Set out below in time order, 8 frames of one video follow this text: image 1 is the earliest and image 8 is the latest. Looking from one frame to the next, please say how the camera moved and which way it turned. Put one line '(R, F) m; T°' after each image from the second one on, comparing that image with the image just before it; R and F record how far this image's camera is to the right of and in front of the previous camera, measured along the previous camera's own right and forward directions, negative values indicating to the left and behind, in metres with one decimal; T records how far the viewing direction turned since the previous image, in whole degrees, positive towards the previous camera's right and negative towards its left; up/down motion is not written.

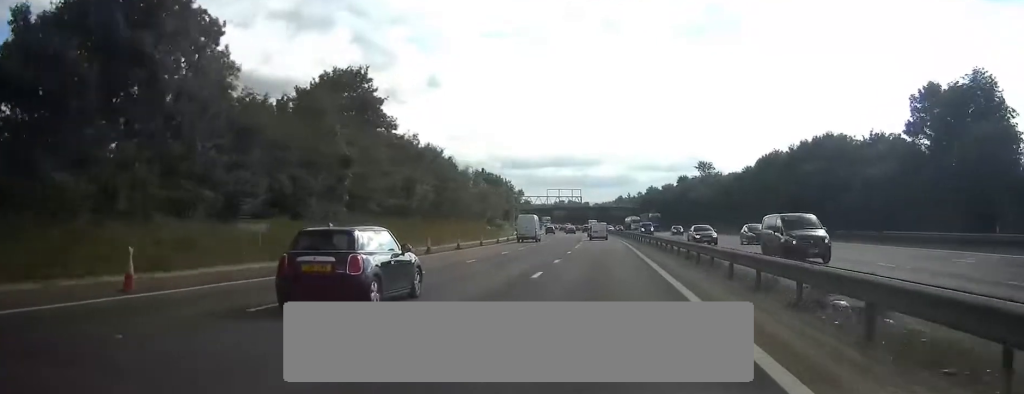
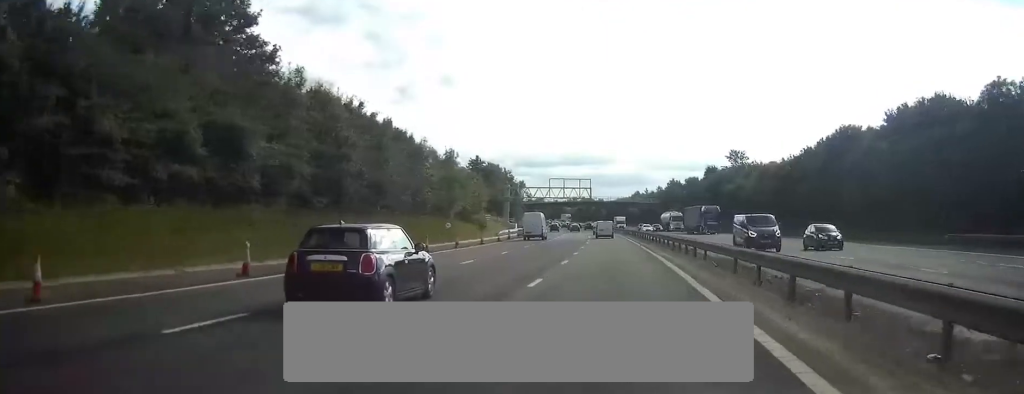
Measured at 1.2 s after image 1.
(-0.4, +31.1) m; -1°
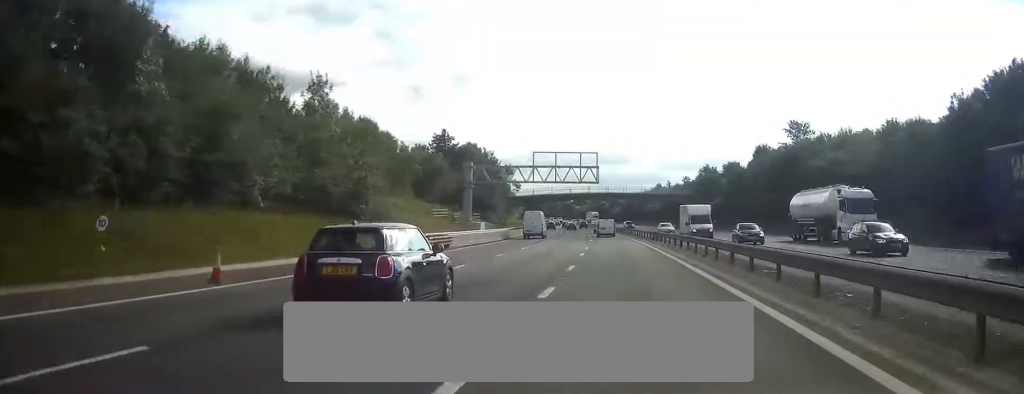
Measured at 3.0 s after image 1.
(-0.5, +48.2) m; -1°
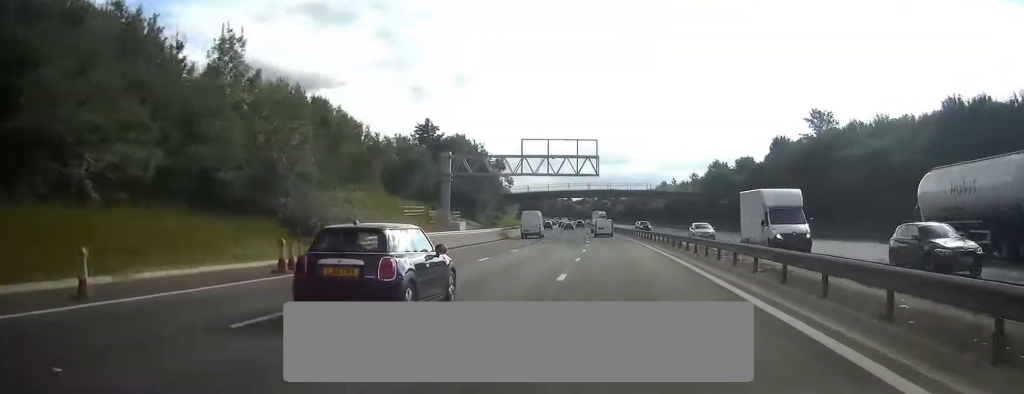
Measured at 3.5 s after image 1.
(-0.1, +13.0) m; 0°
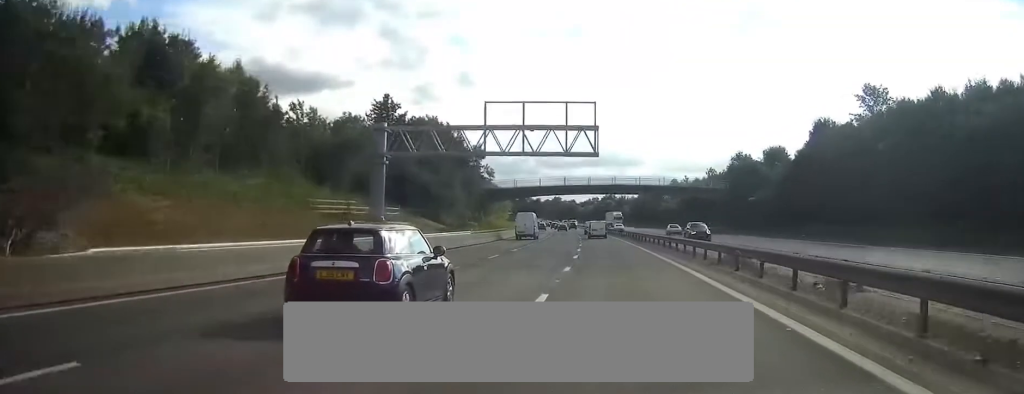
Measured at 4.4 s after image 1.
(0.0, +23.2) m; -1°
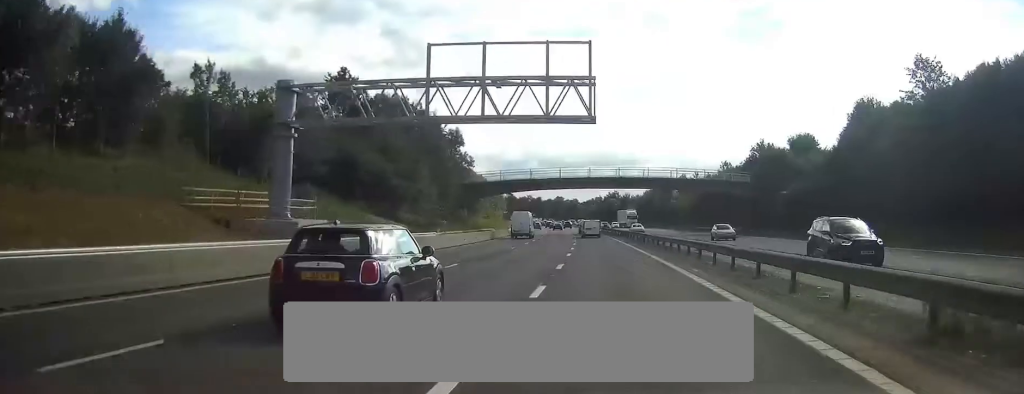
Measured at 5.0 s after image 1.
(-0.1, +16.2) m; -1°
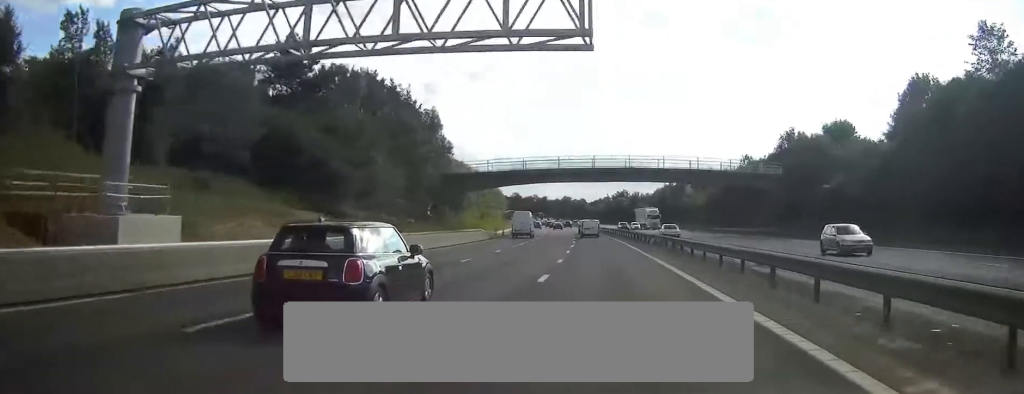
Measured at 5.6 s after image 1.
(-0.1, +14.4) m; -1°
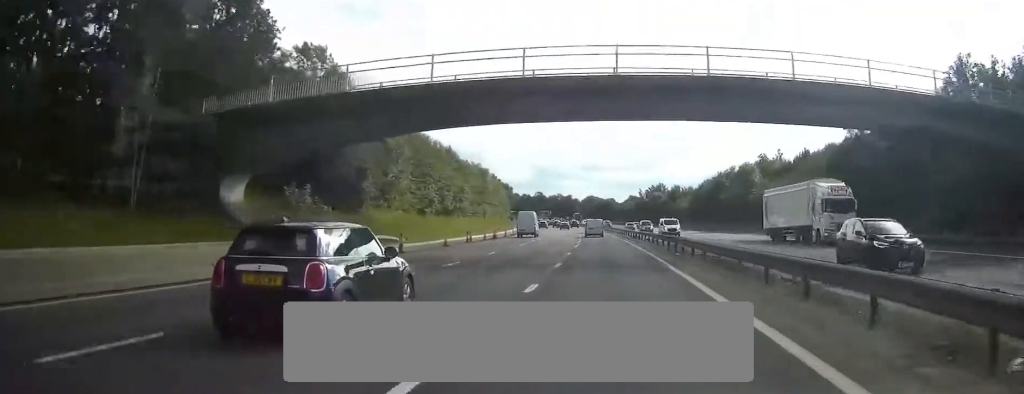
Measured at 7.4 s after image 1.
(-0.8, +45.8) m; -2°
